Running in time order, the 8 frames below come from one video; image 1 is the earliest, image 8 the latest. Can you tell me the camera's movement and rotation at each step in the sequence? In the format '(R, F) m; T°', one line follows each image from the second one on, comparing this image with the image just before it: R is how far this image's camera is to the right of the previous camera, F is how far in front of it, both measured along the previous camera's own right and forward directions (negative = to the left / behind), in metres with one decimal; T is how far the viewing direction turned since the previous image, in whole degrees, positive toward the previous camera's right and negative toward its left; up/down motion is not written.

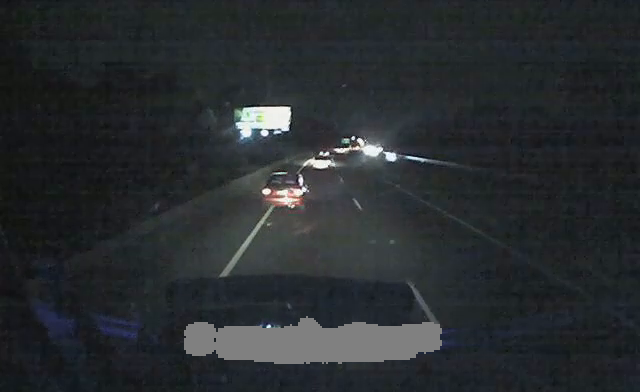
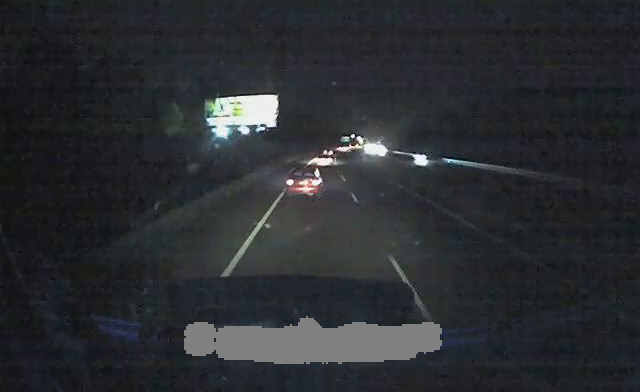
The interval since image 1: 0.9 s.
(+0.3, +21.2) m; +1°
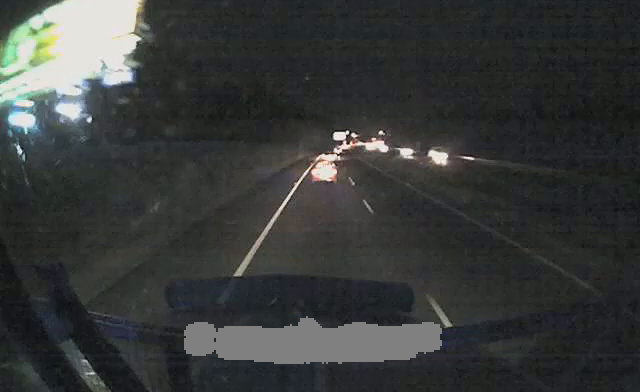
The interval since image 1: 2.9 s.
(+0.9, +49.3) m; +1°
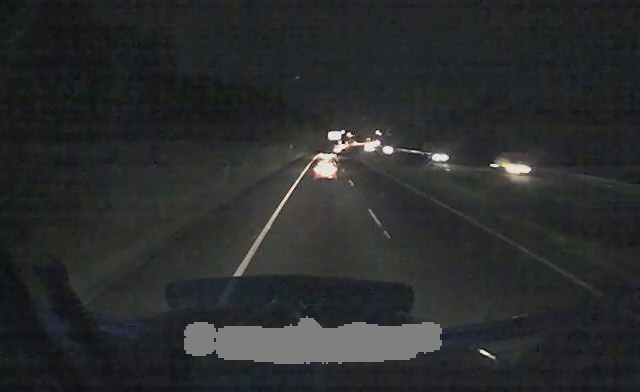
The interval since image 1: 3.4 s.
(0.0, +14.1) m; +1°
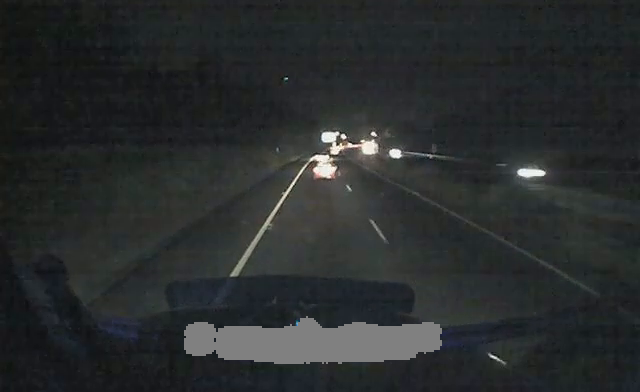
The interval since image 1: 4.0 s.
(0.0, +14.2) m; +1°
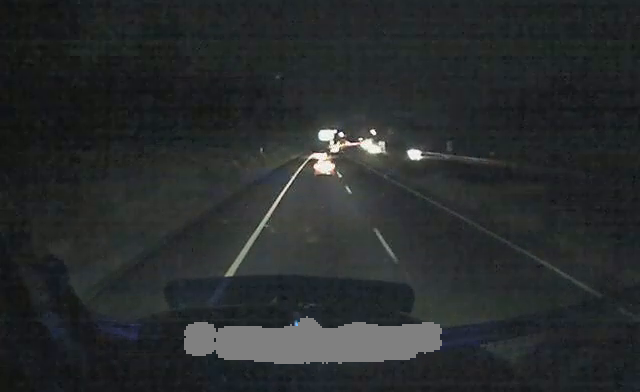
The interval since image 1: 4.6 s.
(+0.1, +14.4) m; +1°
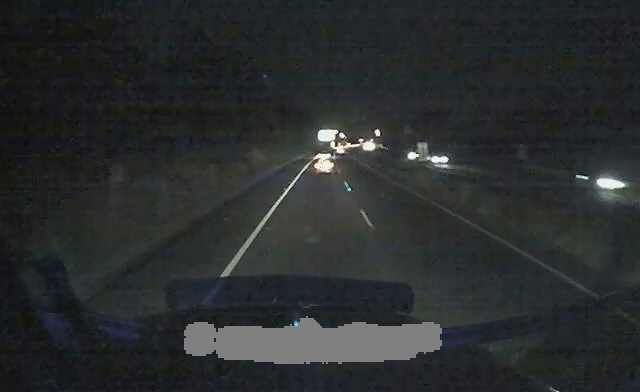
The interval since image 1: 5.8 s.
(+0.3, +32.3) m; 0°
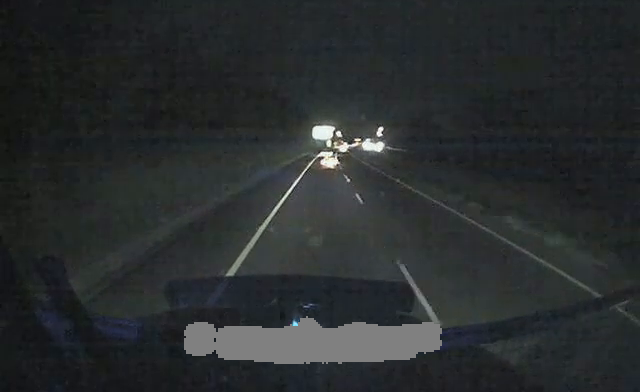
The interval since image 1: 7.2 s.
(+0.2, +38.9) m; 0°
